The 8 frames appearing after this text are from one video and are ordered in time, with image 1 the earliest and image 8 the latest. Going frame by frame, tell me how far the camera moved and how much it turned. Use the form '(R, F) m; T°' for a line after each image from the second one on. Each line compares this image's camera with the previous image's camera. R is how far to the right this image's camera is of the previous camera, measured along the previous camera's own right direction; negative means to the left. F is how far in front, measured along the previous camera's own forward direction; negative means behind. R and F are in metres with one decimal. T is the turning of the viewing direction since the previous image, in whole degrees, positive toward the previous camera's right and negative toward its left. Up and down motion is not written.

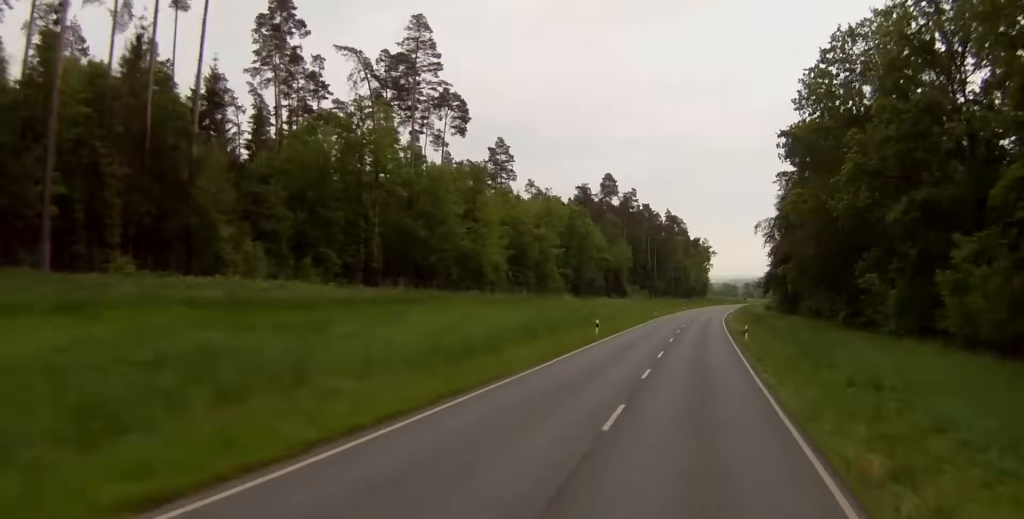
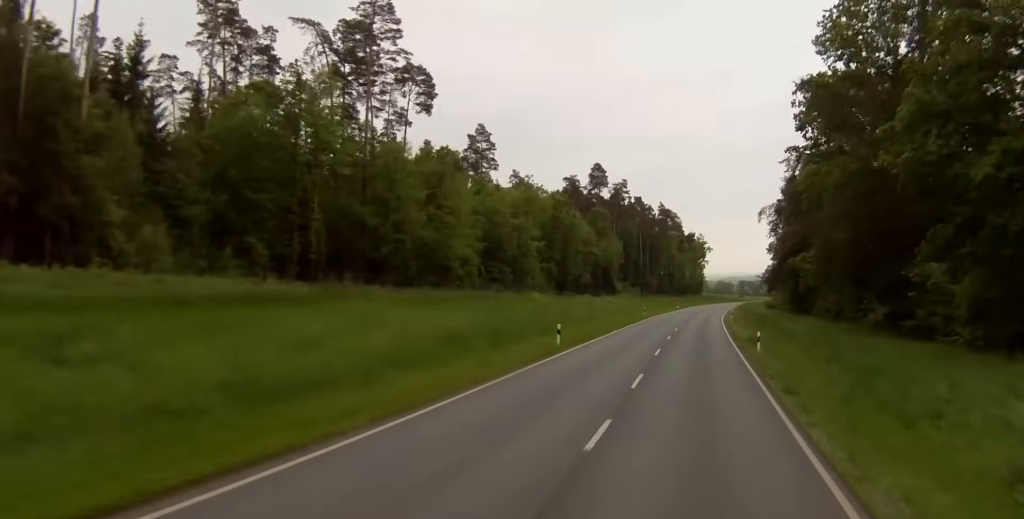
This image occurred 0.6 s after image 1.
(0.0, +12.8) m; 0°
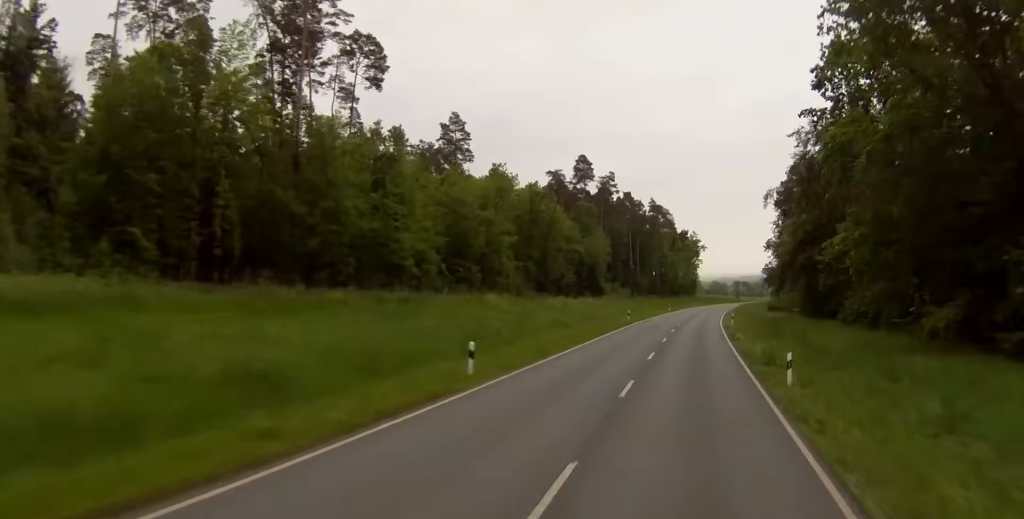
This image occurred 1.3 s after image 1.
(0.0, +14.2) m; 0°
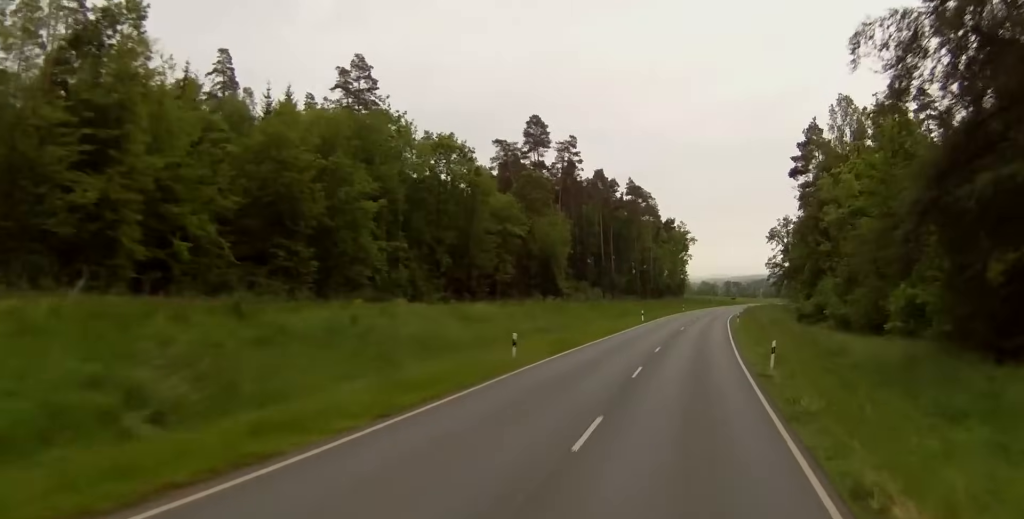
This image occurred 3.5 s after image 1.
(+0.4, +43.9) m; +1°
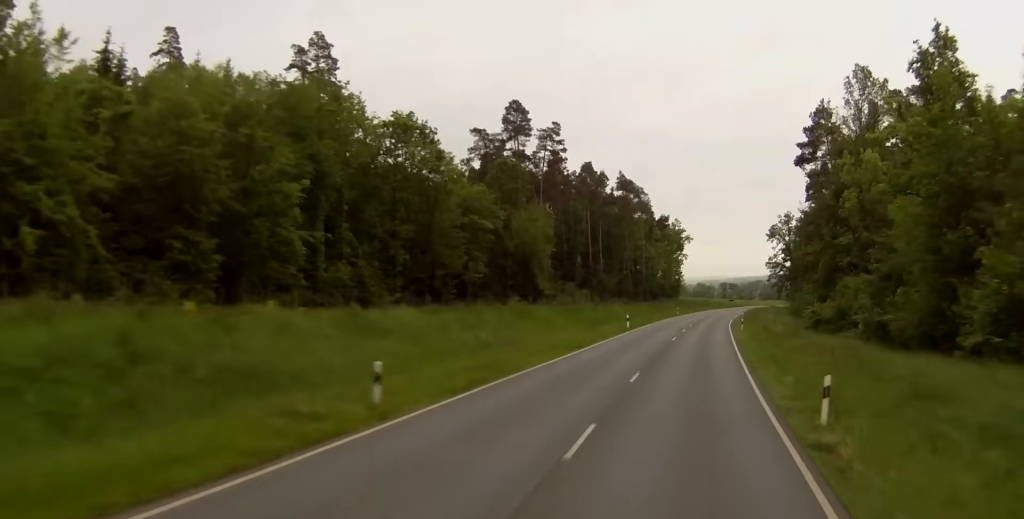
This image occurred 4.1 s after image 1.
(0.0, +13.0) m; +1°
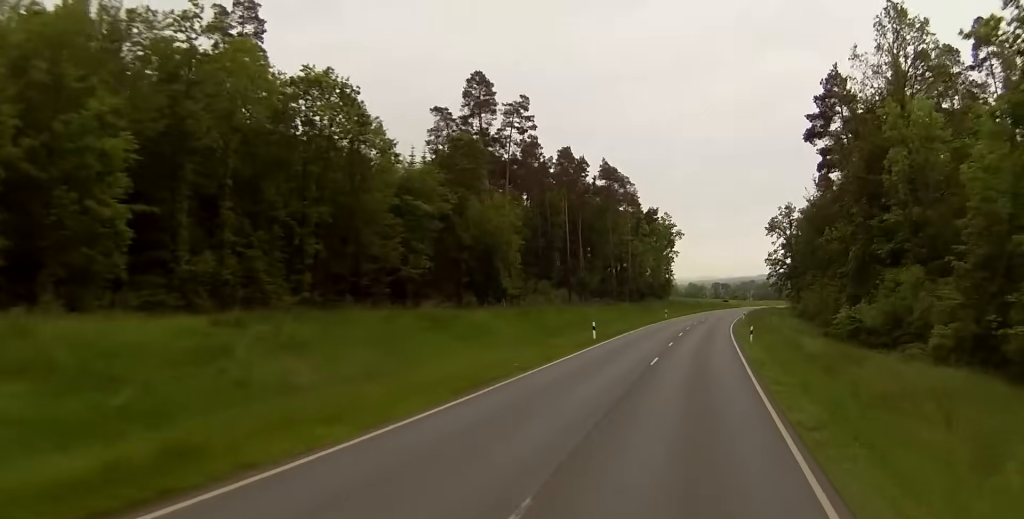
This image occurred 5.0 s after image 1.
(+0.2, +18.5) m; +1°
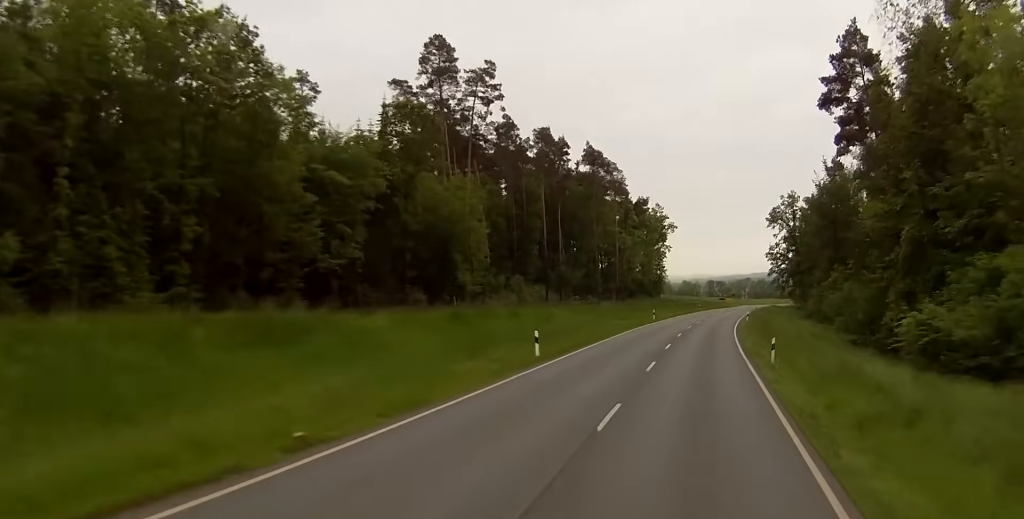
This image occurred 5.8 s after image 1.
(+0.1, +16.4) m; 0°
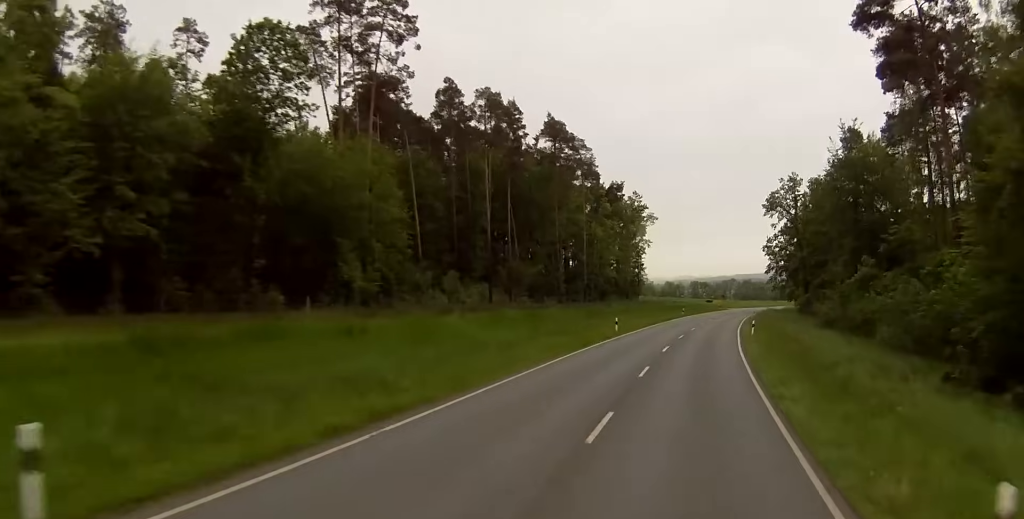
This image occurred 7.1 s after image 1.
(0.0, +26.0) m; +1°
